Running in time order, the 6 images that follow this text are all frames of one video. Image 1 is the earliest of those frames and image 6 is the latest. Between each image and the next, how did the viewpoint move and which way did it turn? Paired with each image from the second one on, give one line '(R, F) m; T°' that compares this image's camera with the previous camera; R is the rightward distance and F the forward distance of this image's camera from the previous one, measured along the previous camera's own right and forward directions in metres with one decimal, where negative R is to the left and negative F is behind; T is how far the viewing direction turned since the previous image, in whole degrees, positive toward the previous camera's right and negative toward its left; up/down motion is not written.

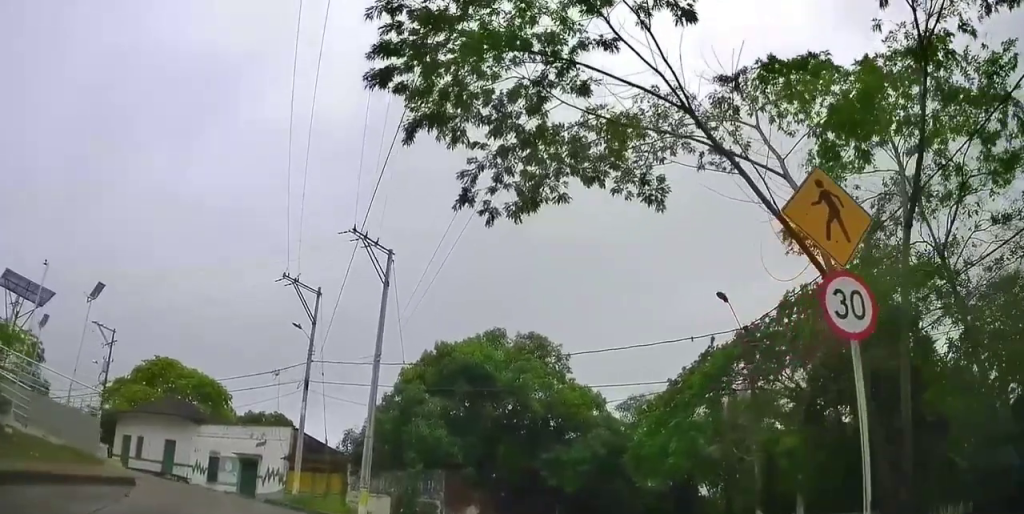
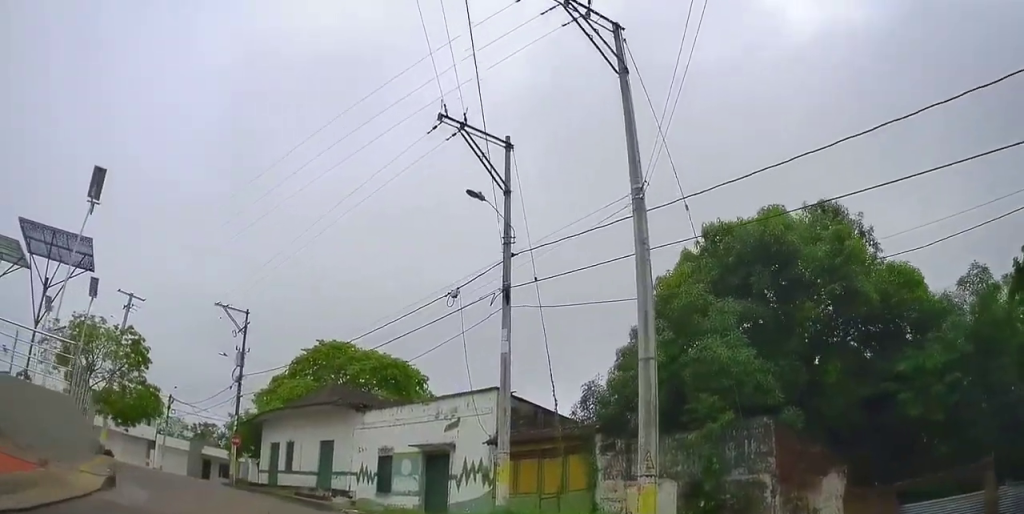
(-1.2, +11.8) m; -16°
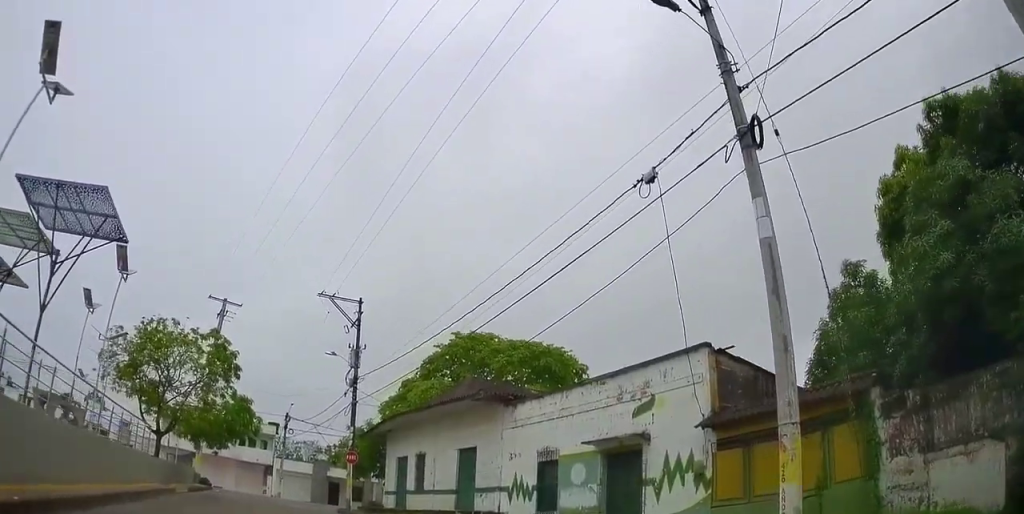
(-0.4, +6.6) m; -7°
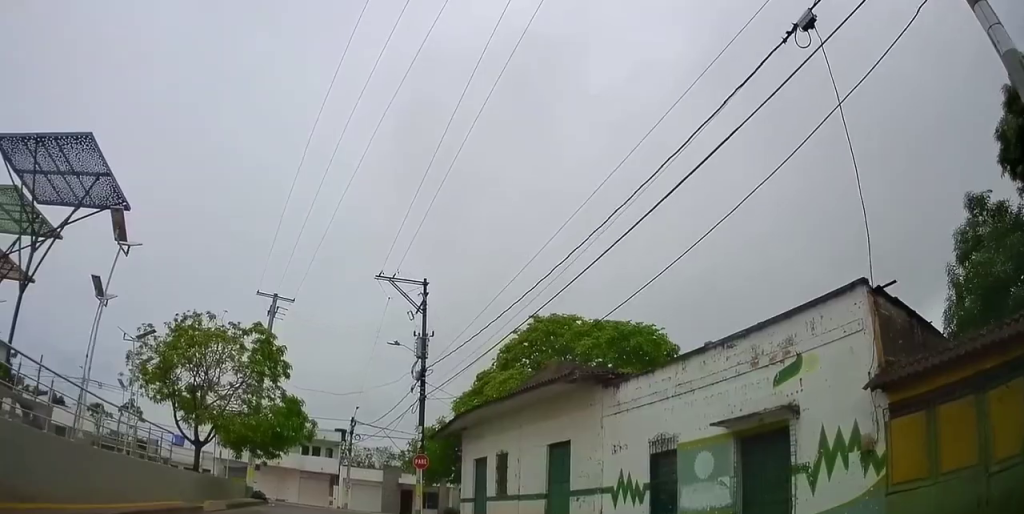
(-0.1, +3.9) m; -5°
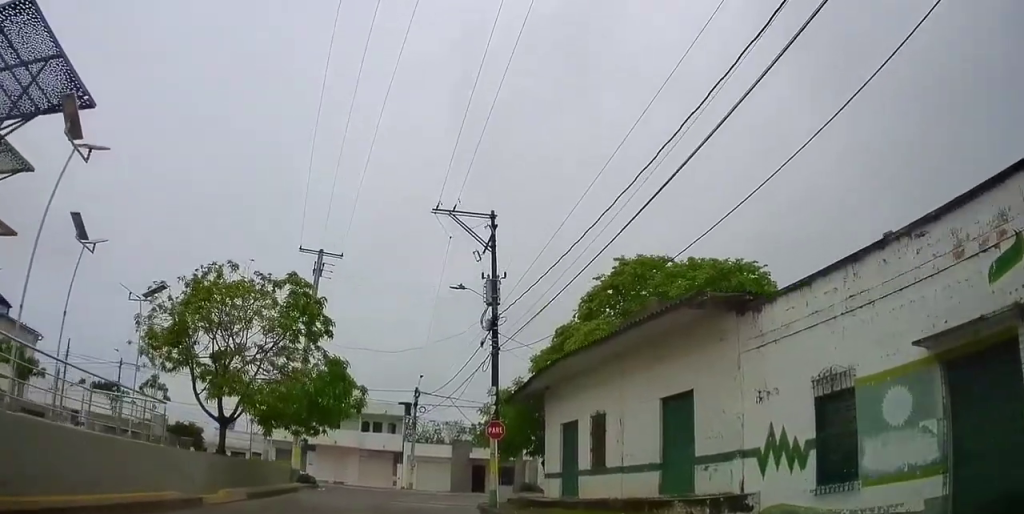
(-0.3, +4.8) m; -12°
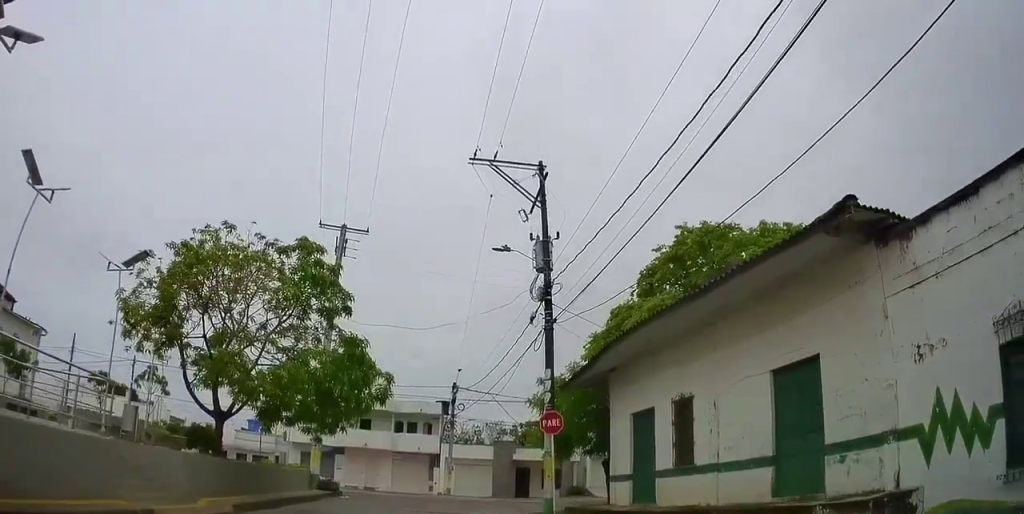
(-0.4, +4.0) m; -12°
